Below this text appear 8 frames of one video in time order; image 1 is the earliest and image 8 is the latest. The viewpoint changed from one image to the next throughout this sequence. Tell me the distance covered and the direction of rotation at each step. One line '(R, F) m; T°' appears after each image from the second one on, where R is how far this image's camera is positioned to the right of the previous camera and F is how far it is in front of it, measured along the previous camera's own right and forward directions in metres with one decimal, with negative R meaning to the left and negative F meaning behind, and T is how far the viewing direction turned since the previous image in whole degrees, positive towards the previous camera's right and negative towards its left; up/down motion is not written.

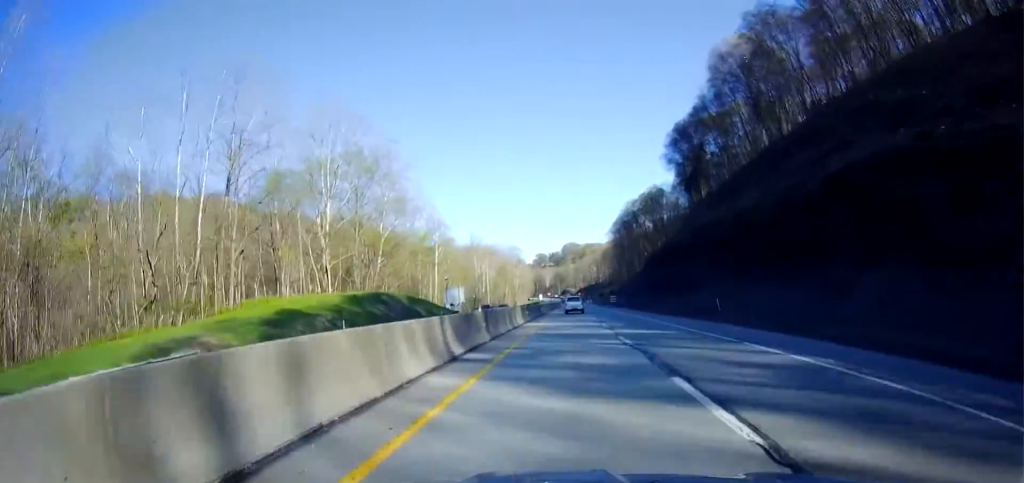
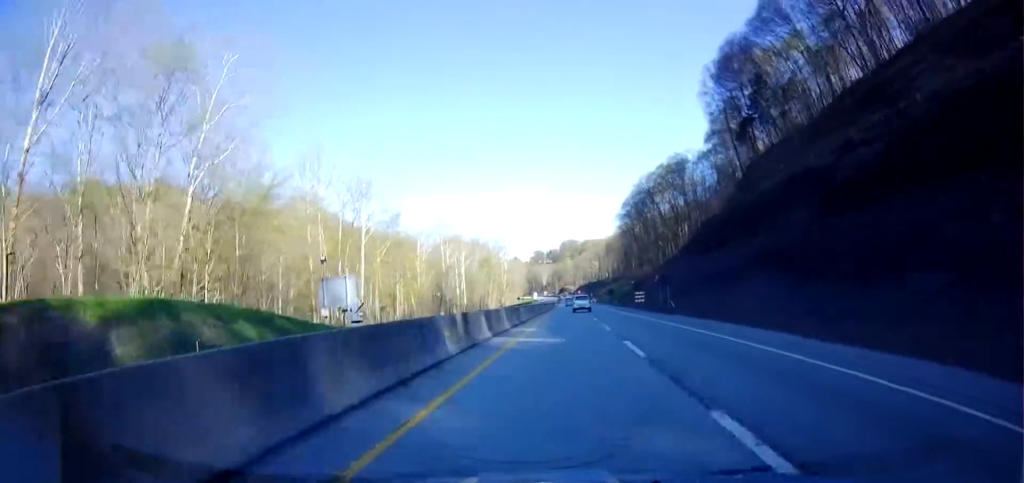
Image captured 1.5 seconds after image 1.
(+0.5, +52.2) m; 0°
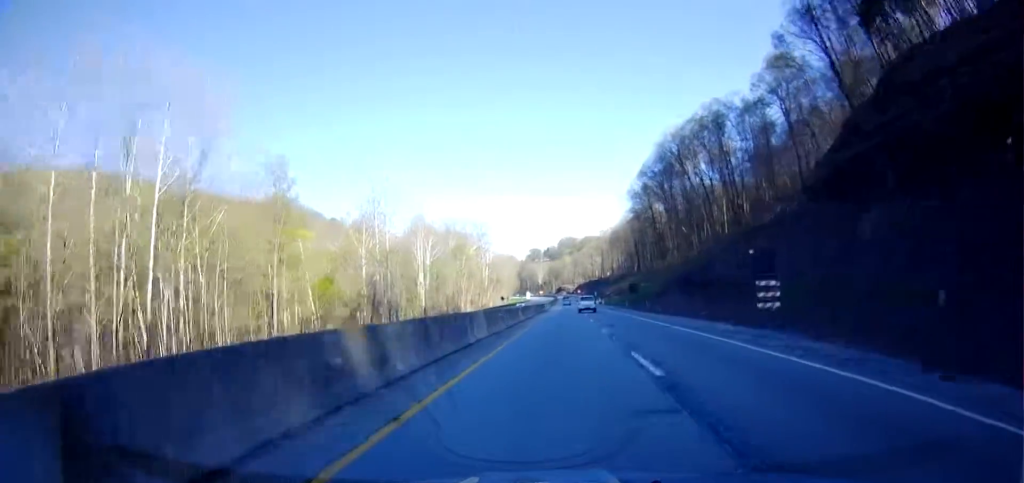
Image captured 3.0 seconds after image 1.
(-0.3, +53.1) m; -1°
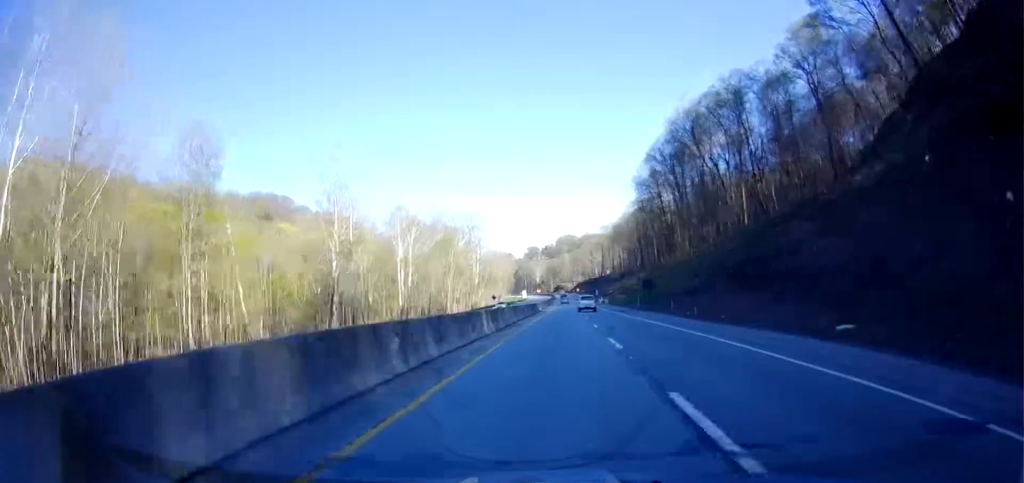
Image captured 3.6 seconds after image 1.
(+0.1, +18.5) m; 0°
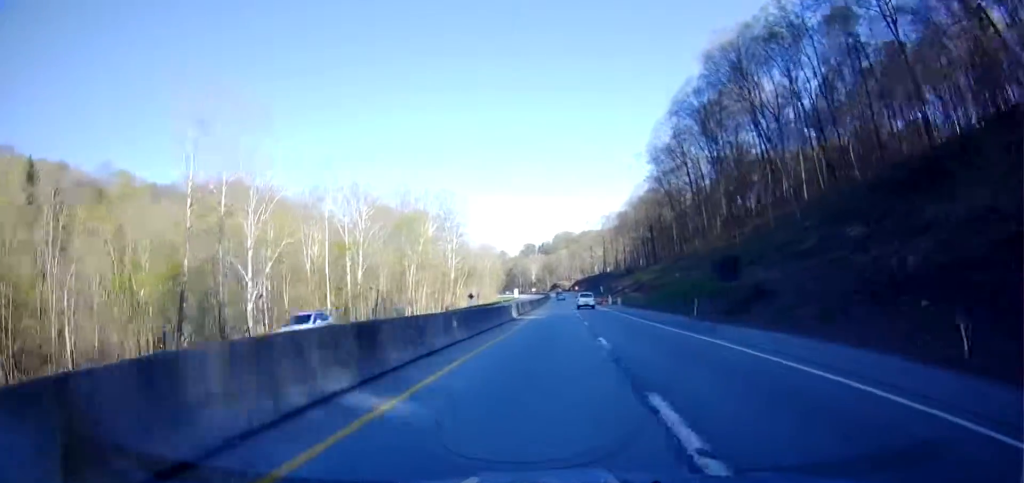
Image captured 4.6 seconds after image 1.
(-0.2, +36.9) m; 0°
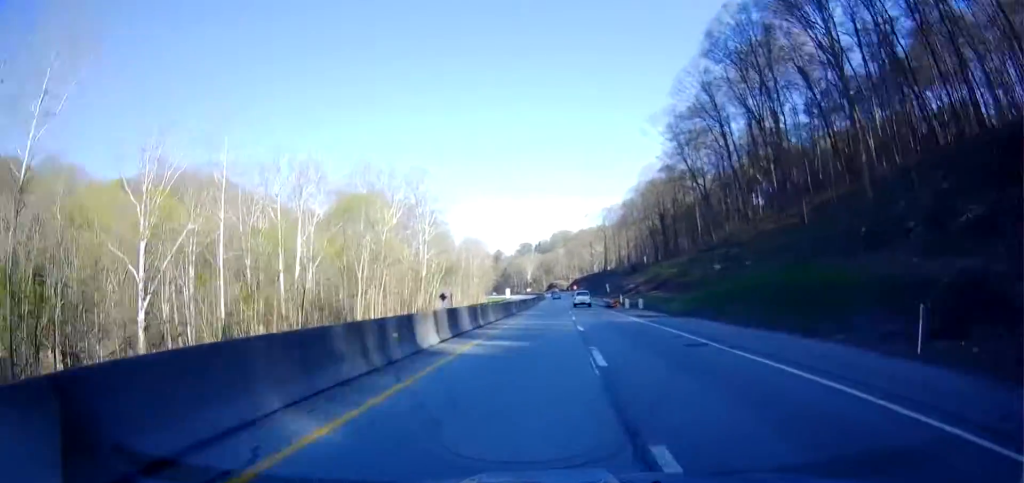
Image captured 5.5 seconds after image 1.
(+0.4, +28.5) m; 0°
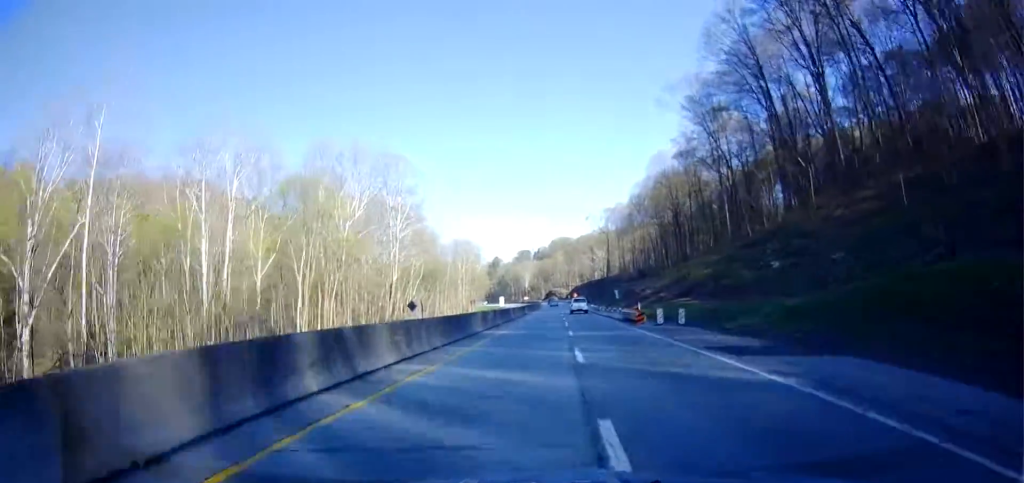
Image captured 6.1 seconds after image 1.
(-0.1, +21.6) m; 0°
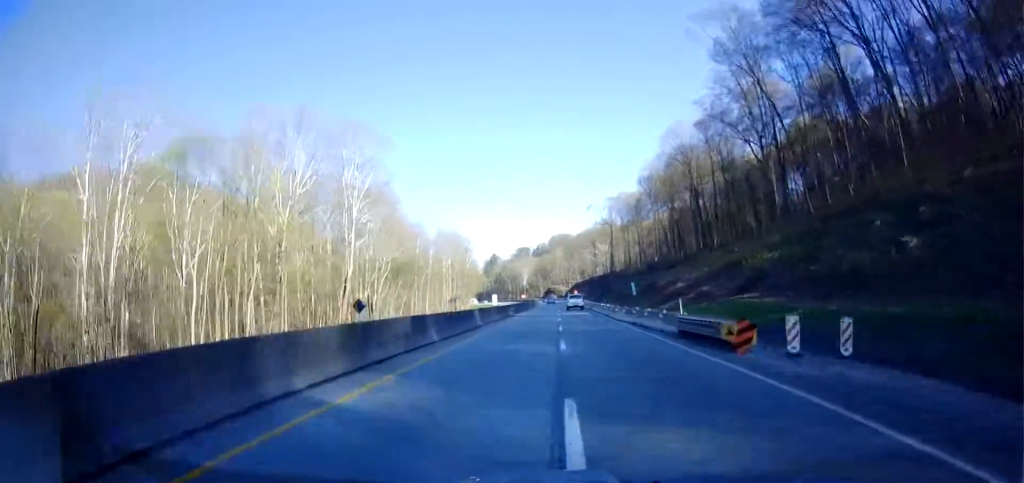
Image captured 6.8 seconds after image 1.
(-0.1, +22.7) m; 0°
